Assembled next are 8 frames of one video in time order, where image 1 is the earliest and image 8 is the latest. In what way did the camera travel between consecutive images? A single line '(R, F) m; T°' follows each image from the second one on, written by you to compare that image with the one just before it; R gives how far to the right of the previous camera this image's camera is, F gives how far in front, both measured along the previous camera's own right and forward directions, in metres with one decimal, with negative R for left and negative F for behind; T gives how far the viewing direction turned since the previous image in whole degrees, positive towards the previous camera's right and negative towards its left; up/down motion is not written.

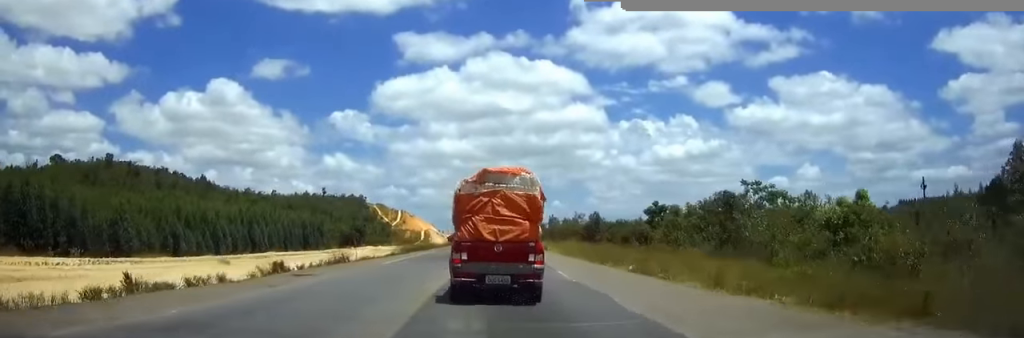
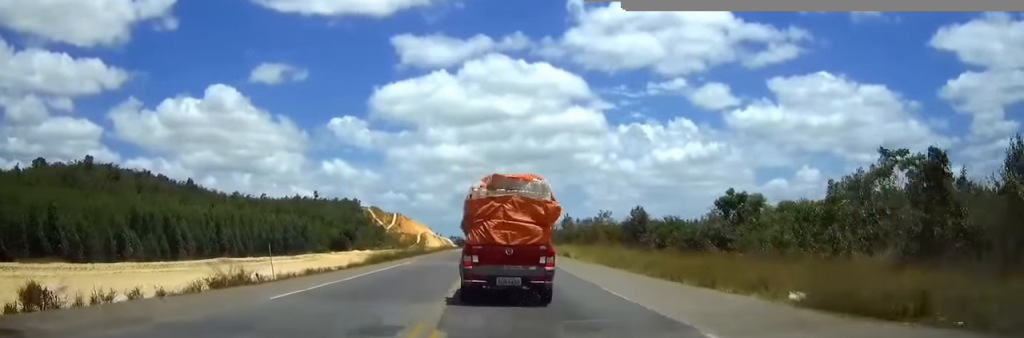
(-0.1, +15.1) m; 0°
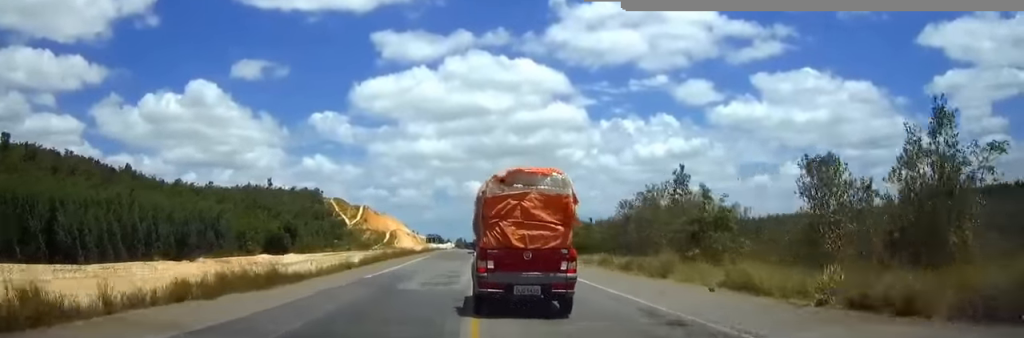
(+0.7, +45.3) m; +2°
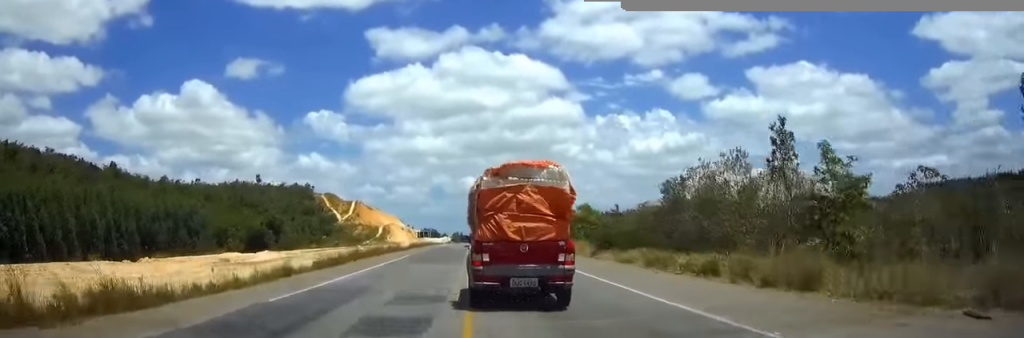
(0.0, +10.0) m; 0°
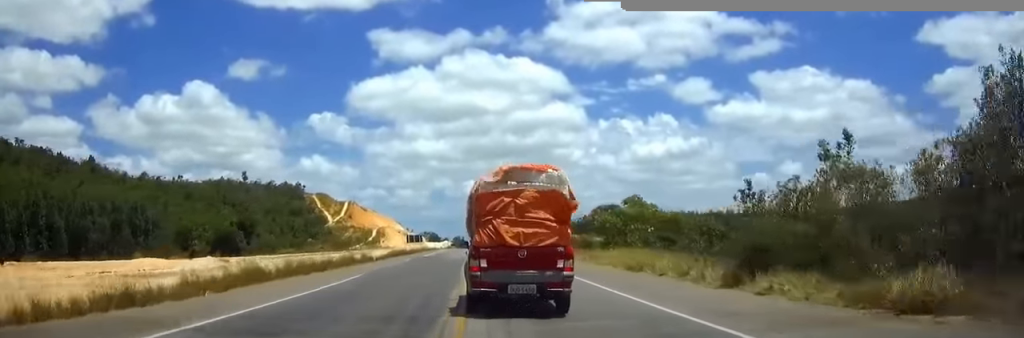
(0.0, +18.8) m; 0°
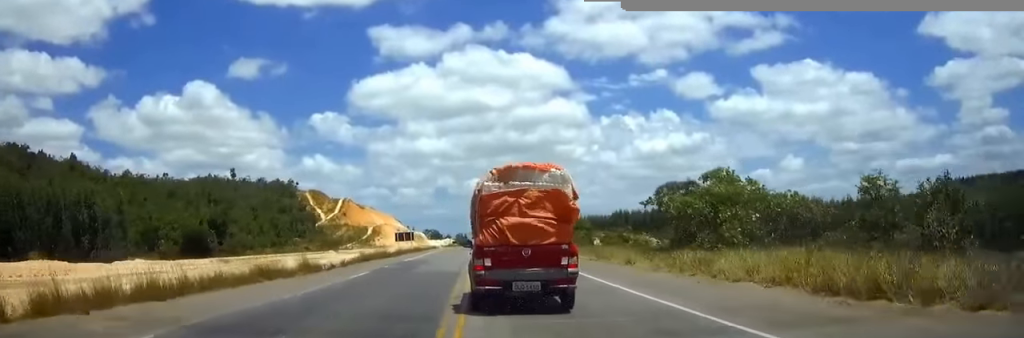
(0.0, +14.8) m; -1°
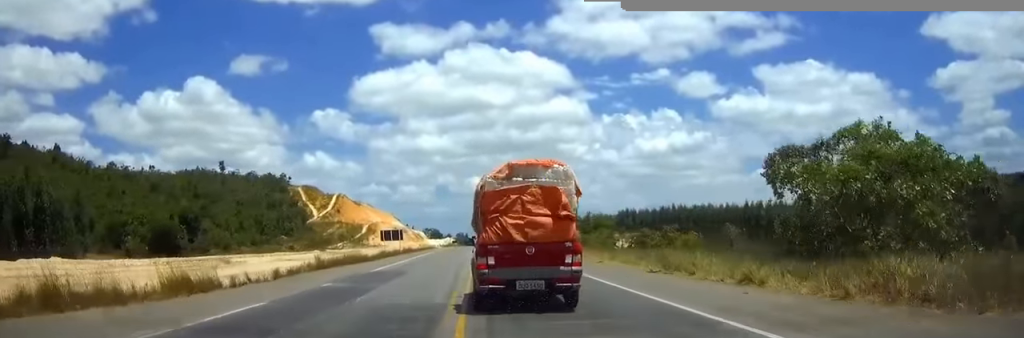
(0.0, +11.6) m; 0°
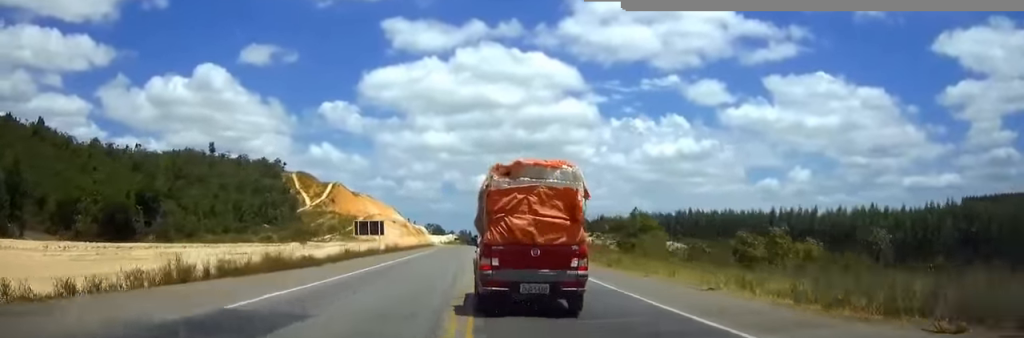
(-0.2, +14.5) m; 0°
